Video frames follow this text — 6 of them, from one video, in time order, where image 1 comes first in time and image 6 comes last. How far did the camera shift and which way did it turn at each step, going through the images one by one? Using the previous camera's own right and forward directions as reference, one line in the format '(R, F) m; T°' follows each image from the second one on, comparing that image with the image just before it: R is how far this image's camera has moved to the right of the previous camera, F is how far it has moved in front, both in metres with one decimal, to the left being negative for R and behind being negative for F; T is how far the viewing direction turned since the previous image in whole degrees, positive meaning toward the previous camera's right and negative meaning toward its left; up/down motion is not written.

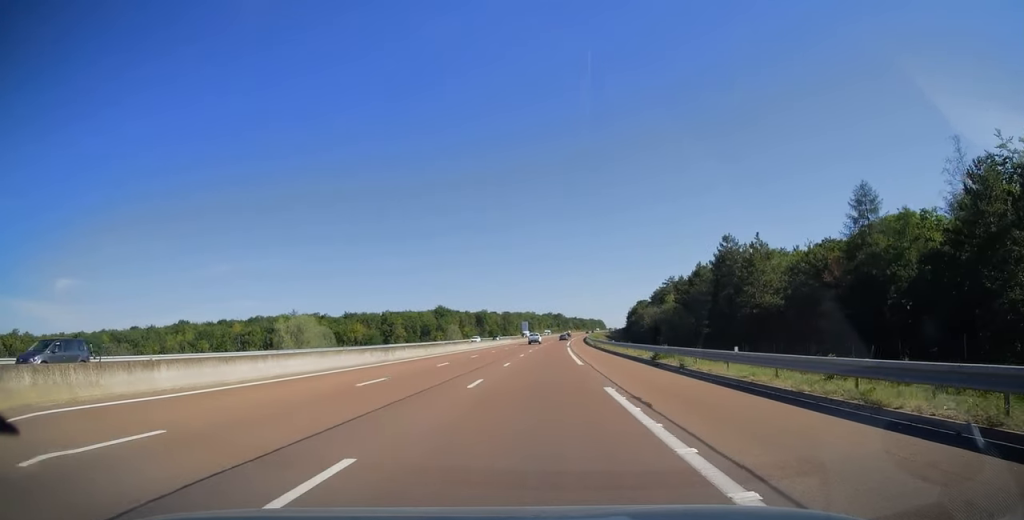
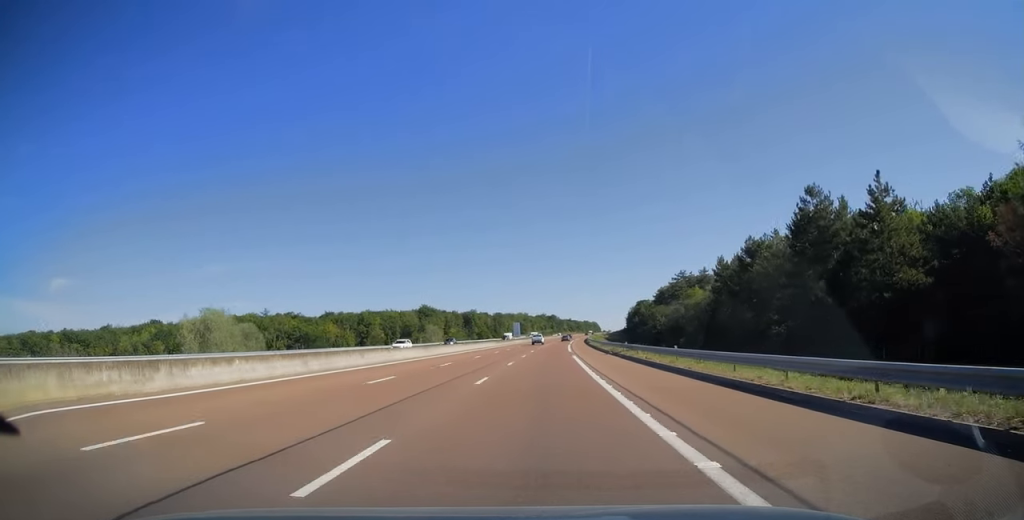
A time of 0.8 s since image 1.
(+0.1, +24.6) m; +1°
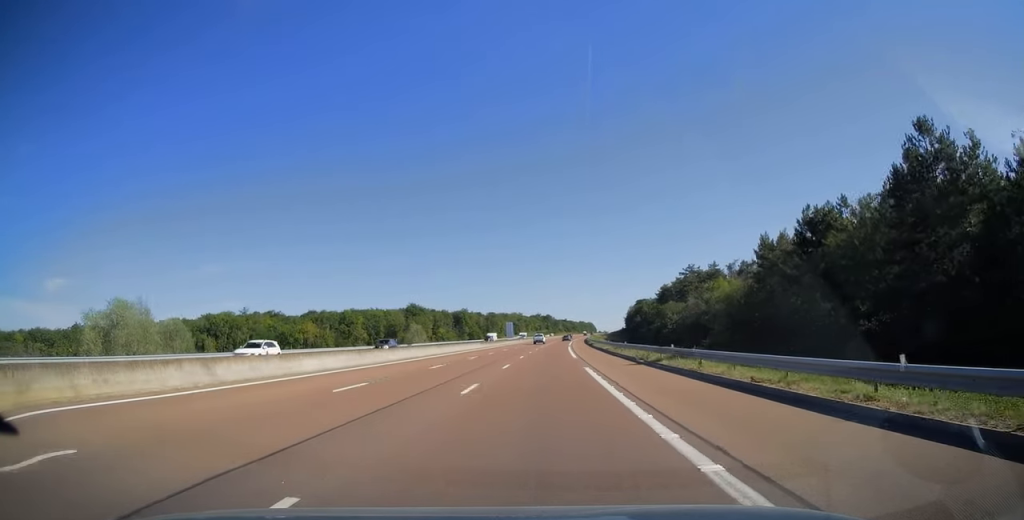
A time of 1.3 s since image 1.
(0.0, +16.1) m; 0°
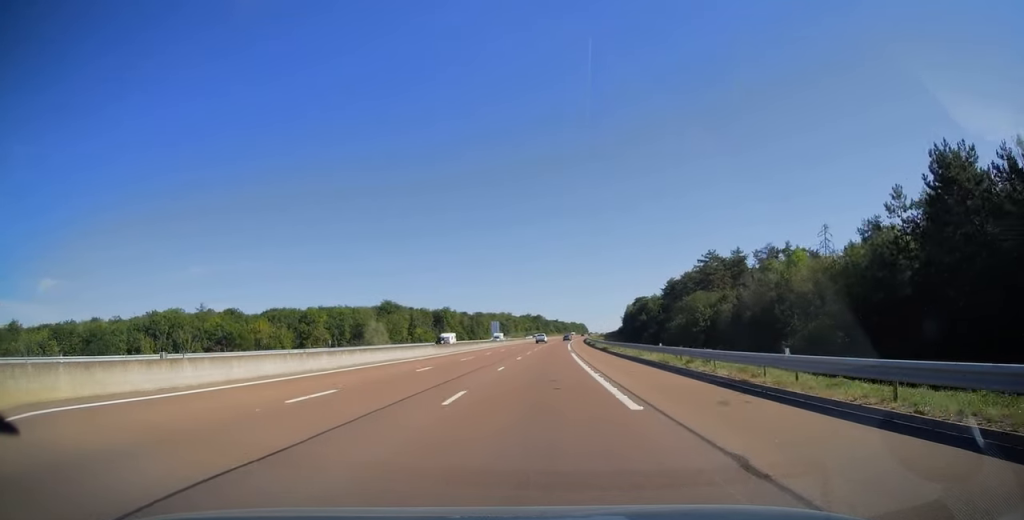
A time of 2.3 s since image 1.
(+0.2, +28.6) m; +1°
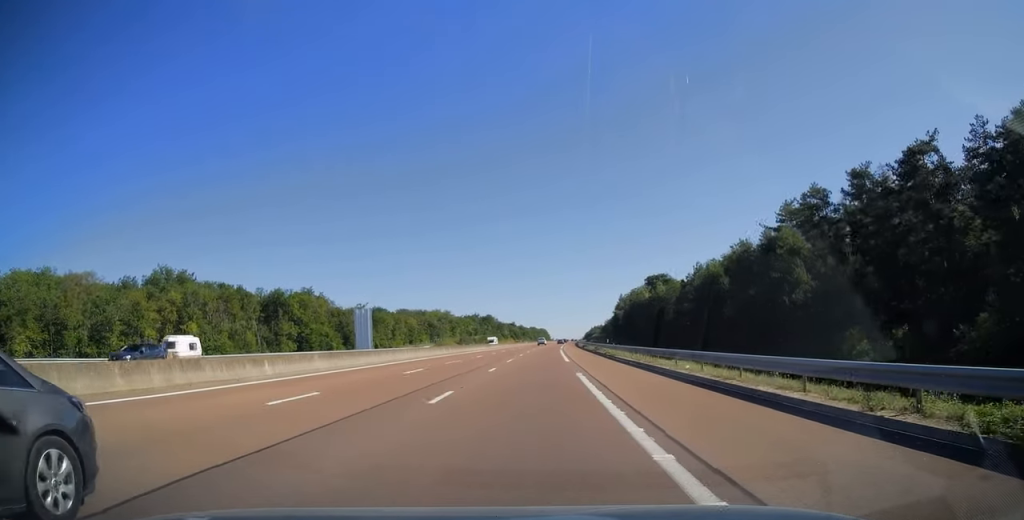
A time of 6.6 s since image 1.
(+4.2, +129.6) m; +4°
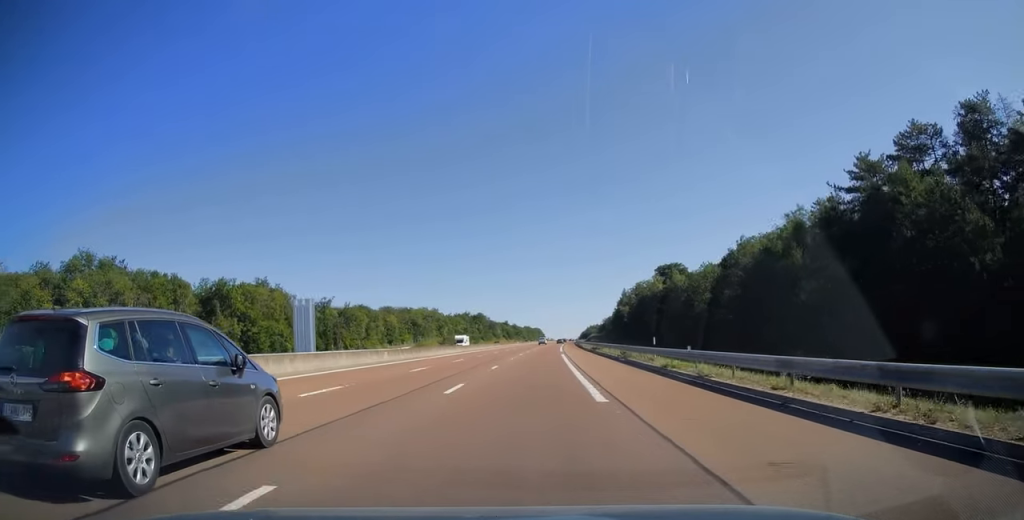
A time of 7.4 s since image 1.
(+0.2, +23.6) m; +1°
